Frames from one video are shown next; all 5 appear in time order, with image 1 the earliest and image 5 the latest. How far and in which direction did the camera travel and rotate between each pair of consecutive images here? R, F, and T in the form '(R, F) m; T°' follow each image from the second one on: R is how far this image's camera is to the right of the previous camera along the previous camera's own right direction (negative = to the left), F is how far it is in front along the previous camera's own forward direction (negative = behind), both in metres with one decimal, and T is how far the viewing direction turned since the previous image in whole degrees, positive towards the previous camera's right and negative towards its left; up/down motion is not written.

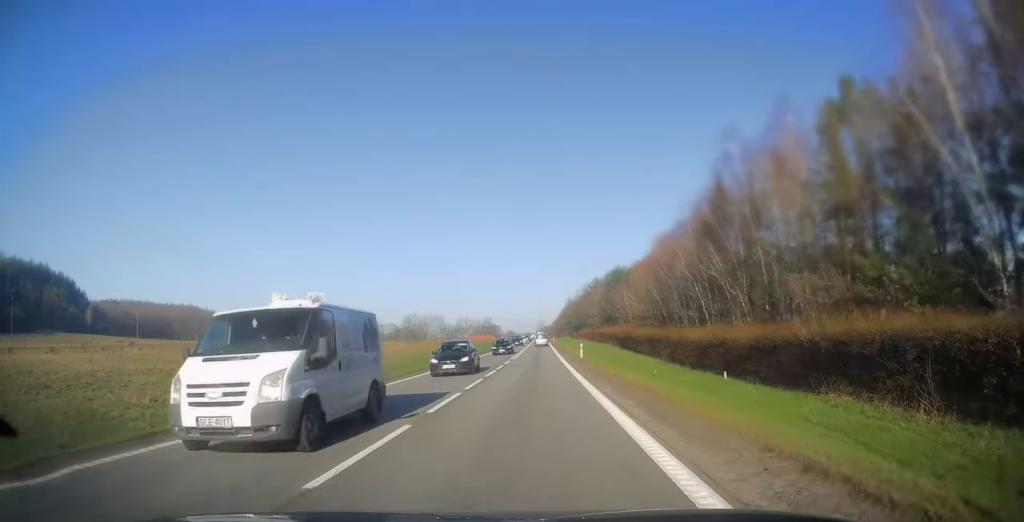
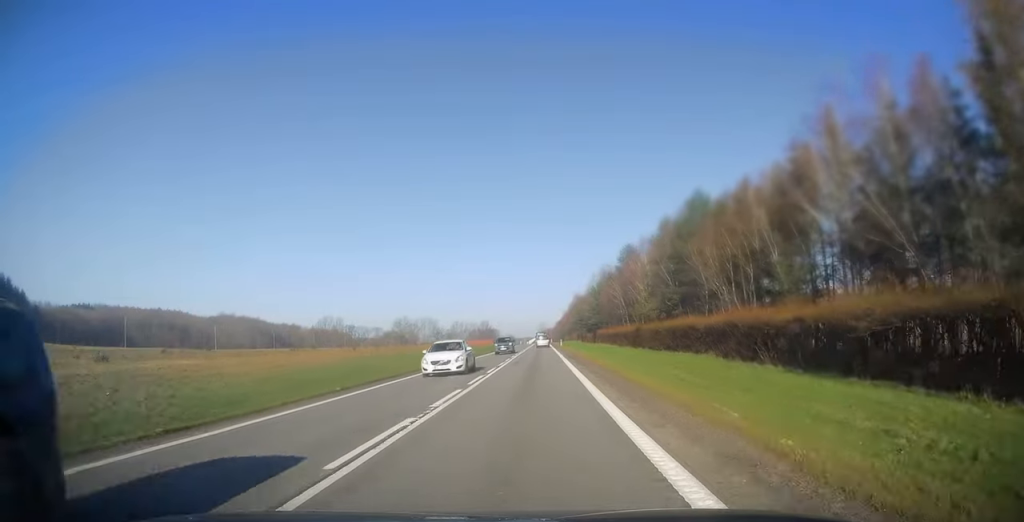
(+0.1, +51.2) m; 0°
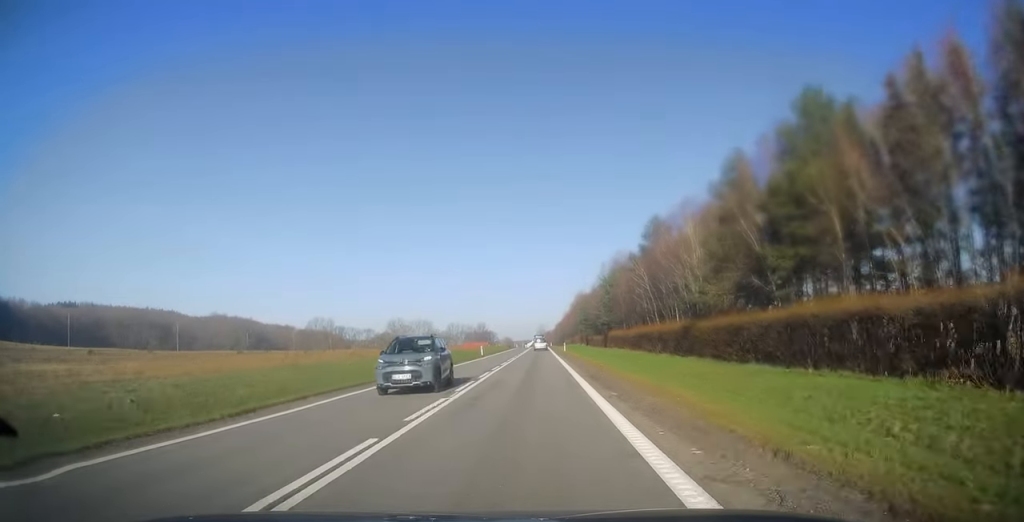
(0.0, +20.9) m; 0°
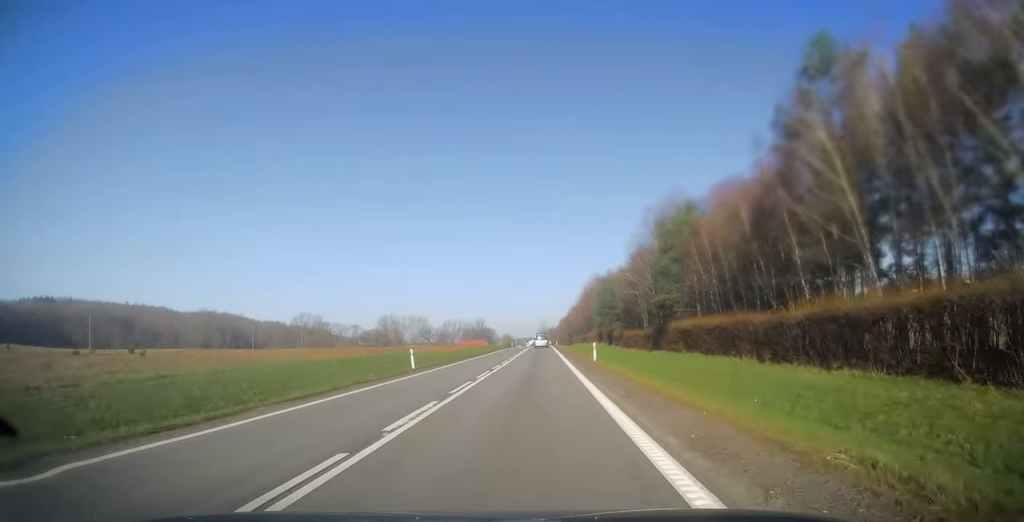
(+0.1, +36.8) m; 0°
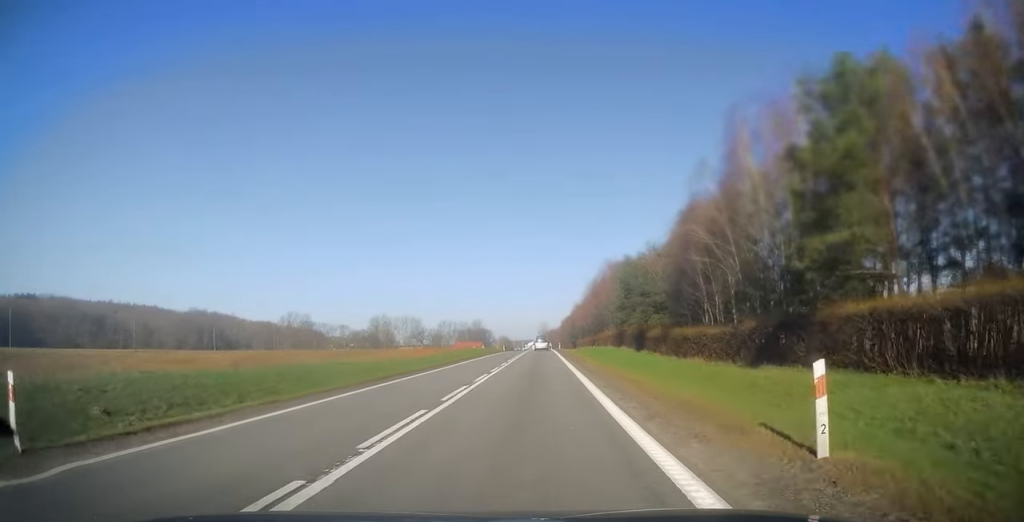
(0.0, +24.9) m; 0°
